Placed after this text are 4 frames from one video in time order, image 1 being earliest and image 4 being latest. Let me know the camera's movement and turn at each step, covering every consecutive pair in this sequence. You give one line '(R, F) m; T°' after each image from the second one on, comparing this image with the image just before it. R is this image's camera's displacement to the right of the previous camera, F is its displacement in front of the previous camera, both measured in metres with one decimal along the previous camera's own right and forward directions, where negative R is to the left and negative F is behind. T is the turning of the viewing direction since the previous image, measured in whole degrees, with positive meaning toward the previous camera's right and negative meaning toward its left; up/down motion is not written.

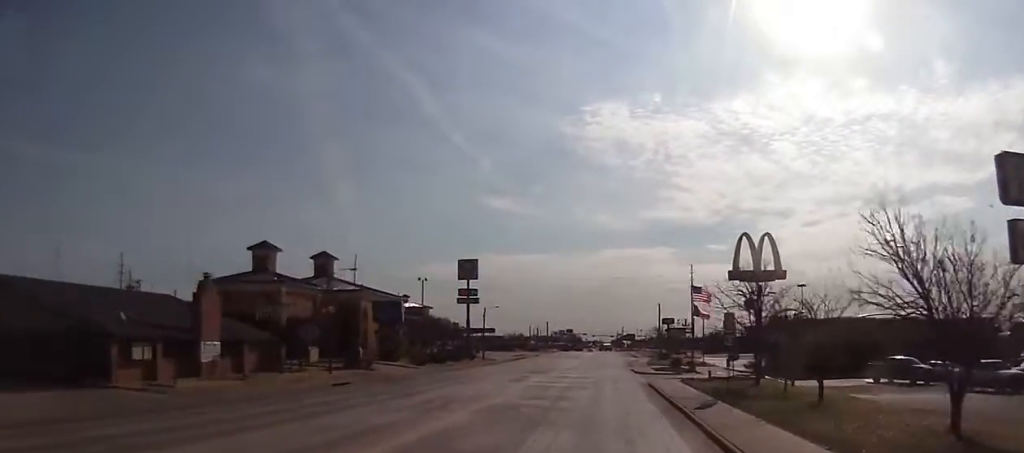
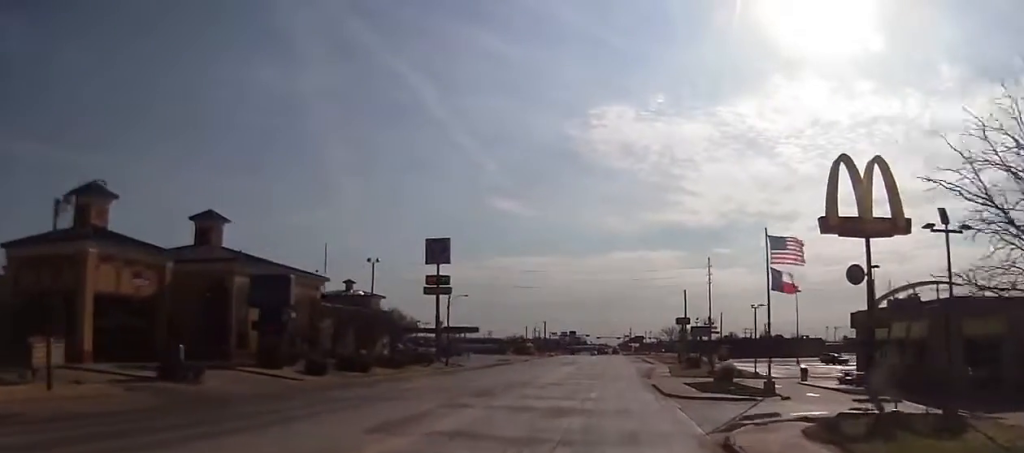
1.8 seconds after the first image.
(+0.2, +30.0) m; -2°
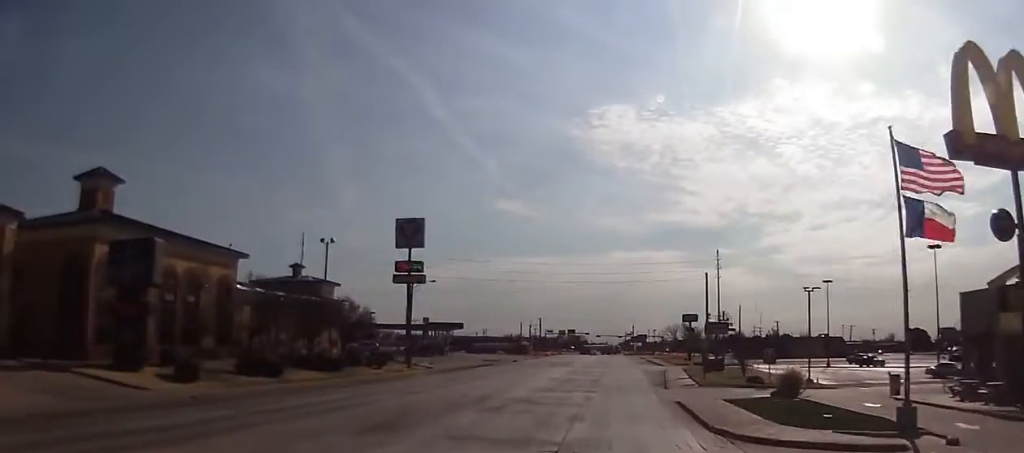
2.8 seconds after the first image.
(-0.4, +17.4) m; -1°
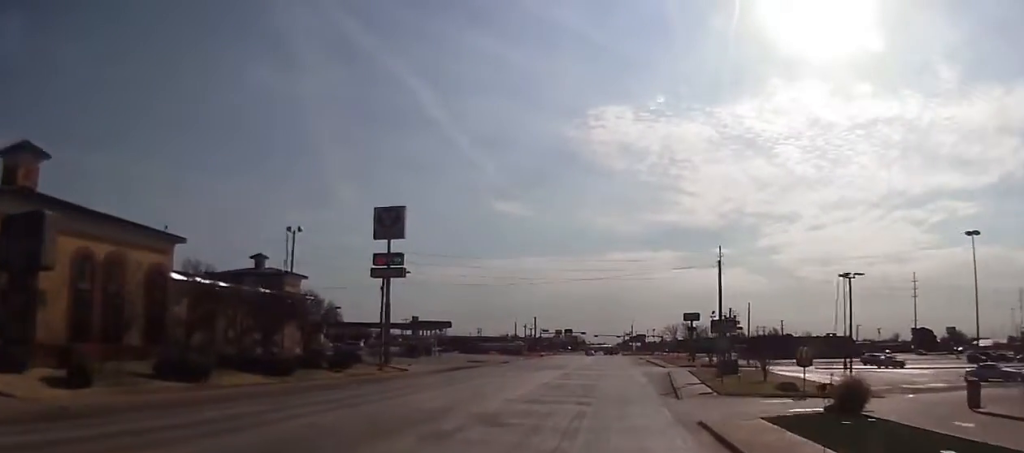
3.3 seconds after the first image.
(+0.1, +8.7) m; +1°
